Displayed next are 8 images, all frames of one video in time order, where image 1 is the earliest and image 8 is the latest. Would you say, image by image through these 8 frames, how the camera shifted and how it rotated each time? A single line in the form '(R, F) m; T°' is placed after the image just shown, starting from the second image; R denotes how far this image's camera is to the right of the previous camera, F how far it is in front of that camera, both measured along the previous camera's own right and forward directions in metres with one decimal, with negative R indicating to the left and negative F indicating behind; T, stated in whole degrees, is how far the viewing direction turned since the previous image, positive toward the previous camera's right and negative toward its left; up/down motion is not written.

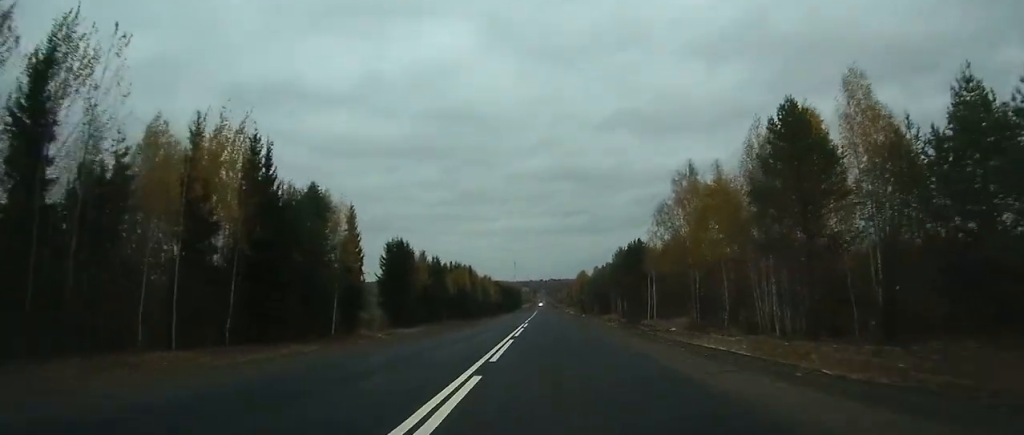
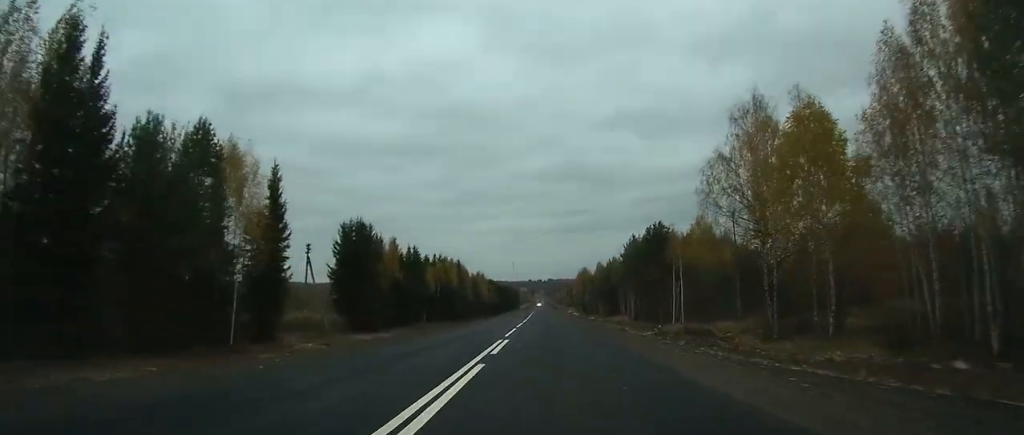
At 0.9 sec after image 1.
(0.0, +21.3) m; 0°
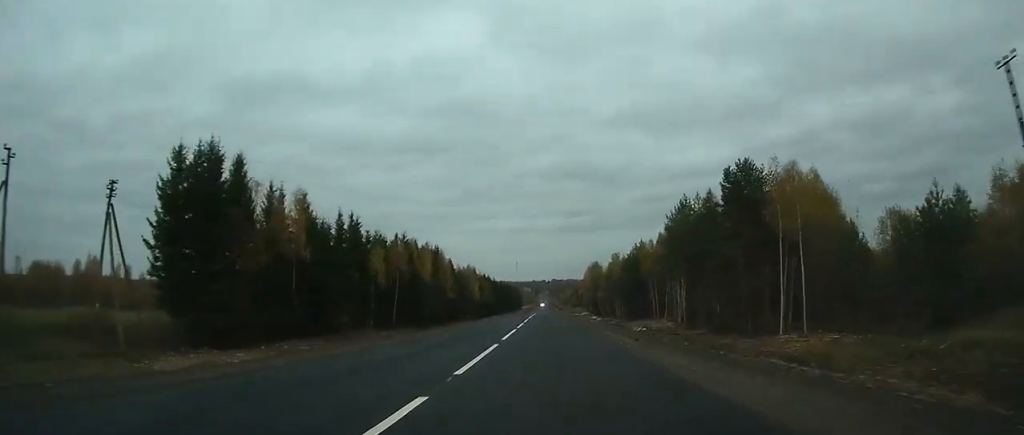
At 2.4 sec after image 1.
(-0.1, +37.8) m; 0°
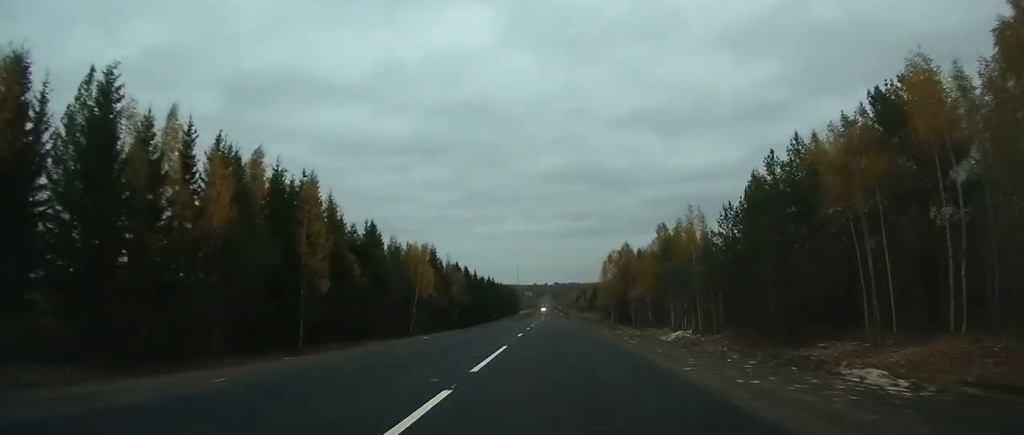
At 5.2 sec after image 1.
(-0.2, +76.1) m; 0°
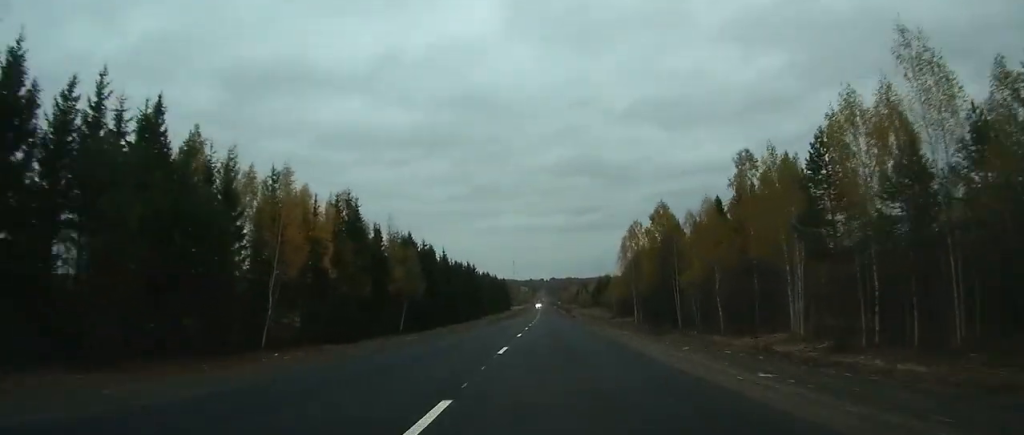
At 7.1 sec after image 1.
(0.0, +51.1) m; 0°
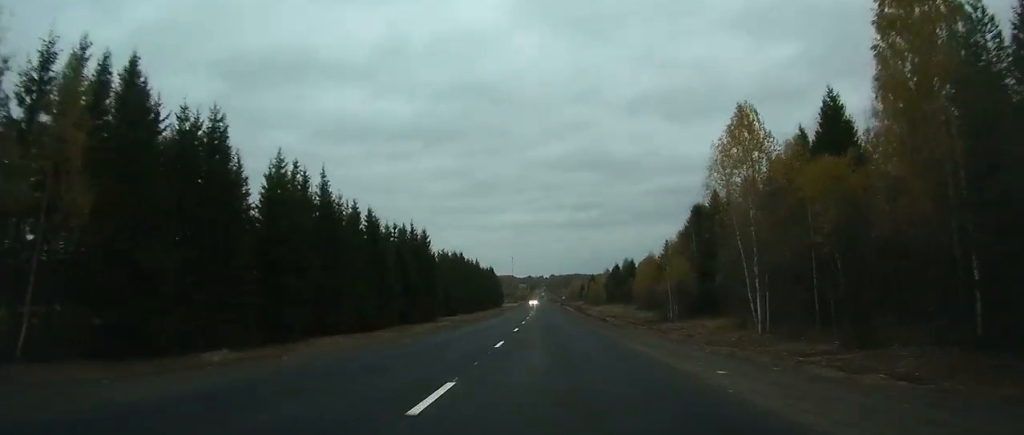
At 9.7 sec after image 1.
(+0.3, +69.7) m; 0°
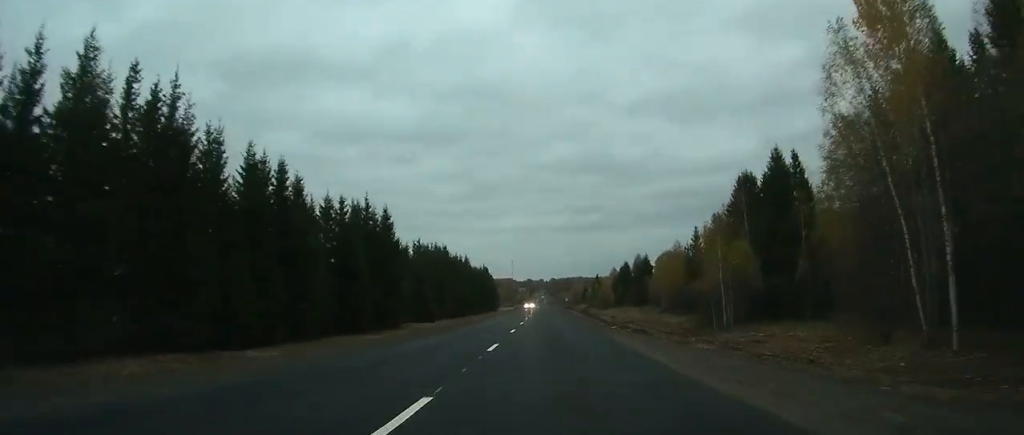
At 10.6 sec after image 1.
(0.0, +24.8) m; 0°
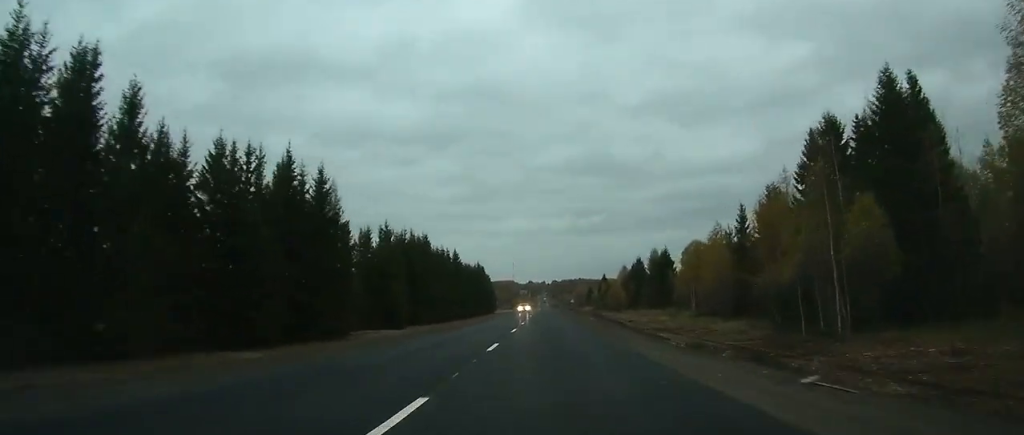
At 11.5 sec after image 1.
(0.0, +23.2) m; 0°
